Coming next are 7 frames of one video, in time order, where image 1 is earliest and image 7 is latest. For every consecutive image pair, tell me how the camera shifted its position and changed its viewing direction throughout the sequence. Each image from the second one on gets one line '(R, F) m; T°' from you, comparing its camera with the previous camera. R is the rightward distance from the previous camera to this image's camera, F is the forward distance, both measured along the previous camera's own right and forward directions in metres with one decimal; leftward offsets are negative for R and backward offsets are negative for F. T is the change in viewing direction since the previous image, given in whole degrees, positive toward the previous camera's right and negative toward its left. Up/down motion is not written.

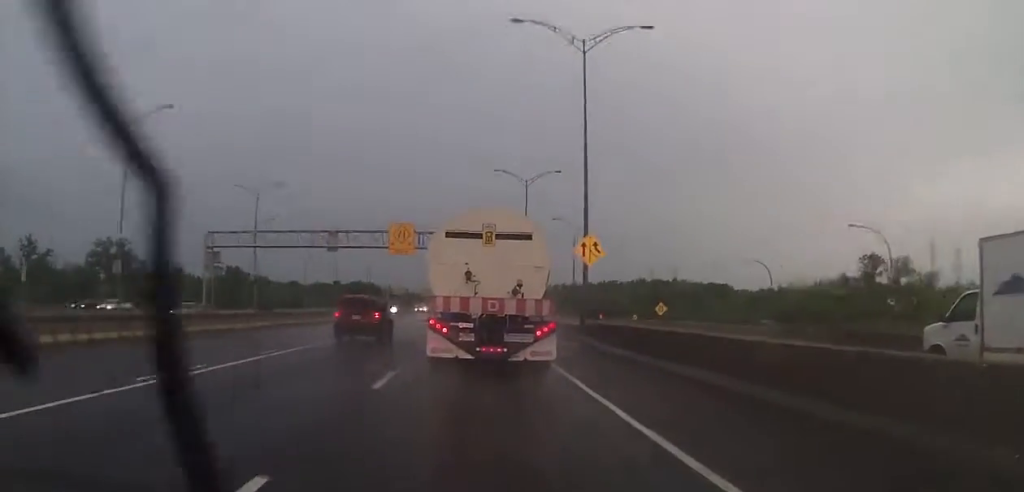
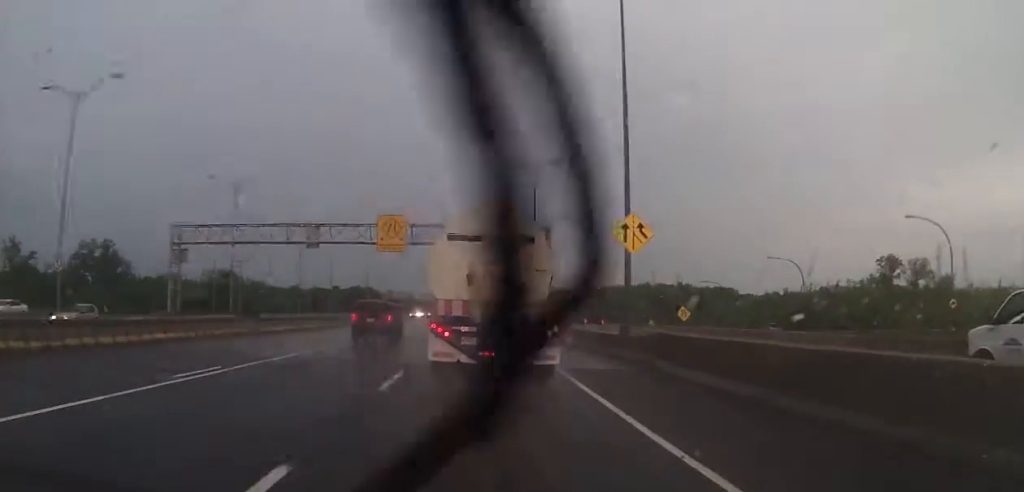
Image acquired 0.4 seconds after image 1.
(-0.1, +8.8) m; 0°
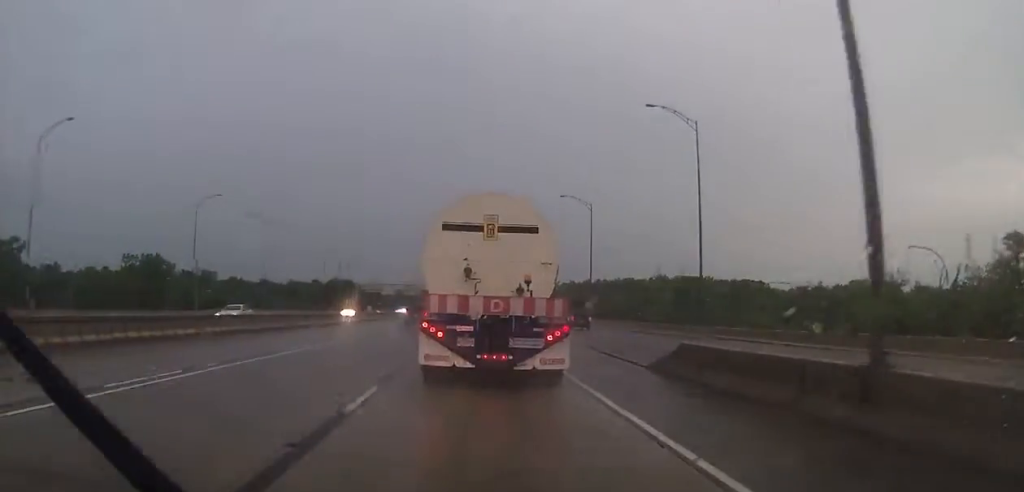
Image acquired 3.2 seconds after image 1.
(+0.4, +55.1) m; 0°
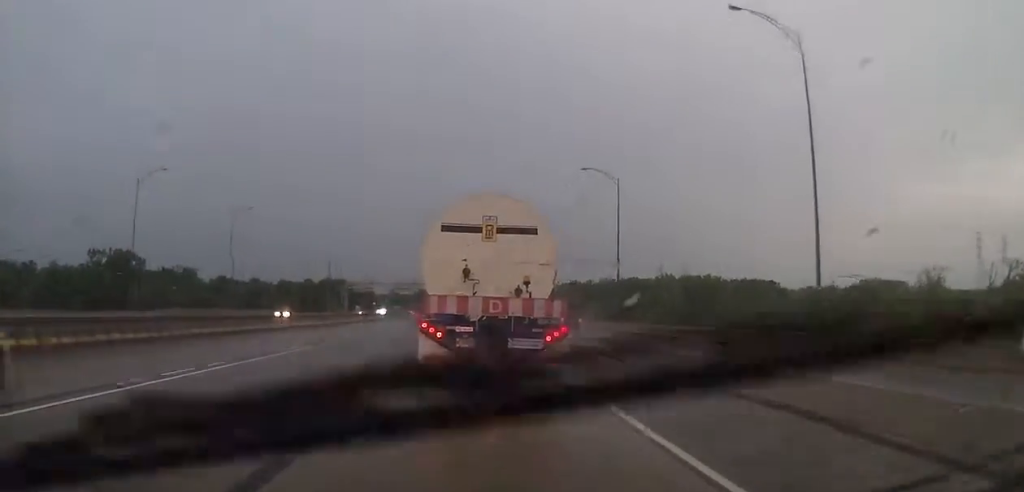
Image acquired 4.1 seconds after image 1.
(0.0, +17.6) m; 0°
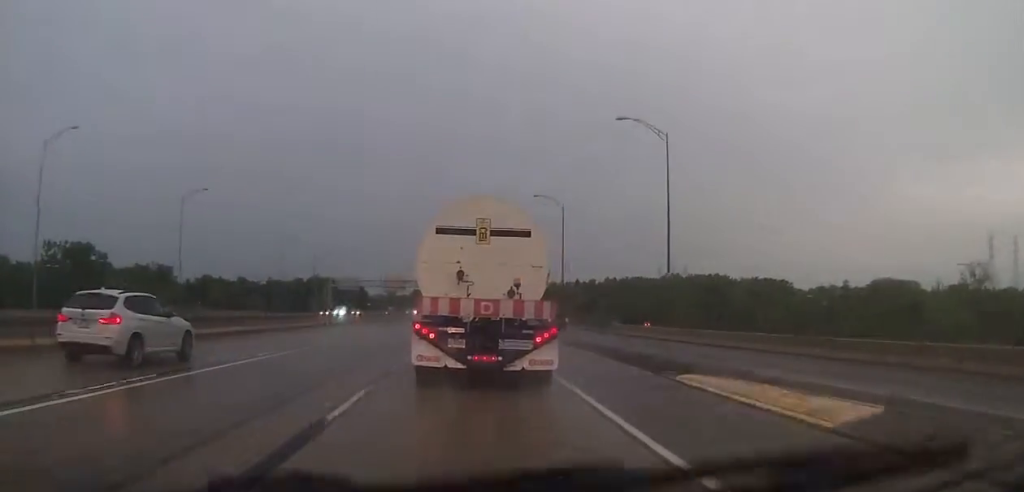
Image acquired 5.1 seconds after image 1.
(0.0, +19.5) m; -1°
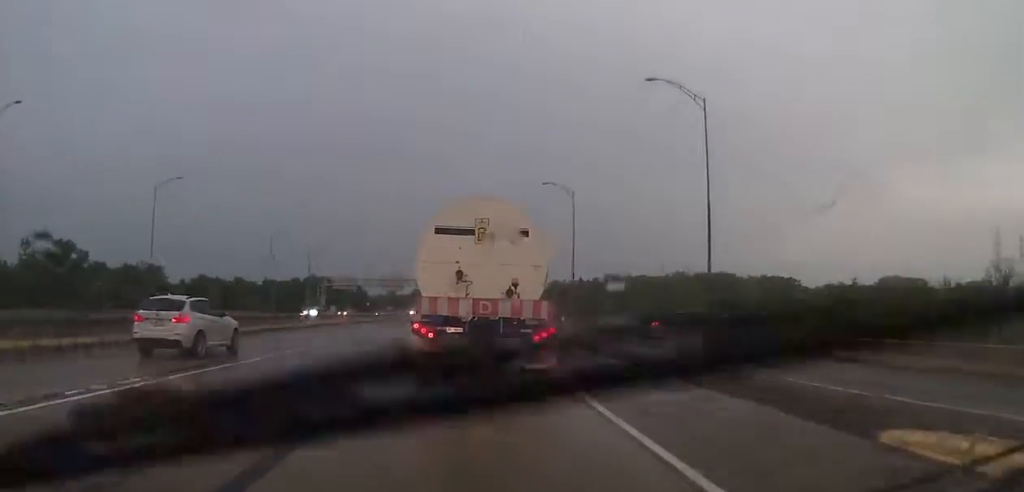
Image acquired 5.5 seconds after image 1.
(0.0, +9.1) m; 0°
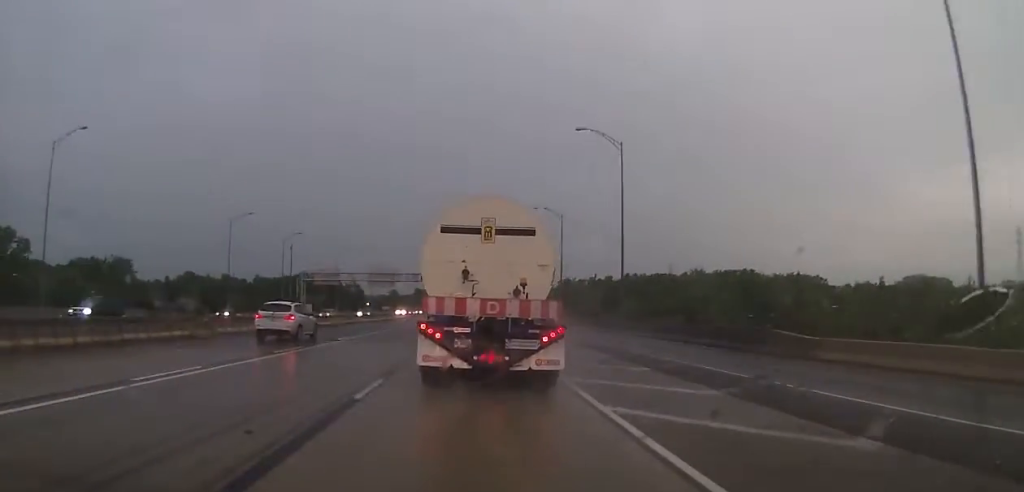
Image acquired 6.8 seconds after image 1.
(+0.2, +24.7) m; +1°
